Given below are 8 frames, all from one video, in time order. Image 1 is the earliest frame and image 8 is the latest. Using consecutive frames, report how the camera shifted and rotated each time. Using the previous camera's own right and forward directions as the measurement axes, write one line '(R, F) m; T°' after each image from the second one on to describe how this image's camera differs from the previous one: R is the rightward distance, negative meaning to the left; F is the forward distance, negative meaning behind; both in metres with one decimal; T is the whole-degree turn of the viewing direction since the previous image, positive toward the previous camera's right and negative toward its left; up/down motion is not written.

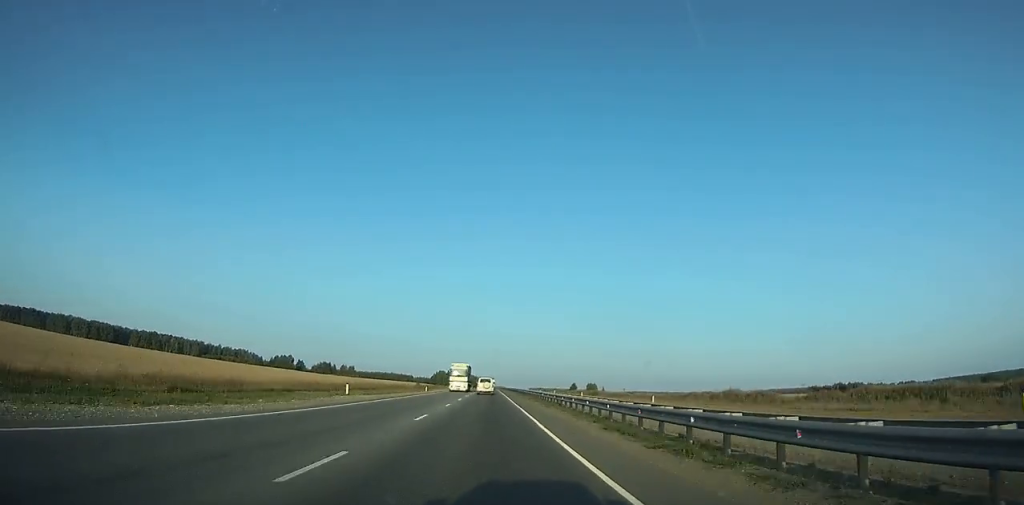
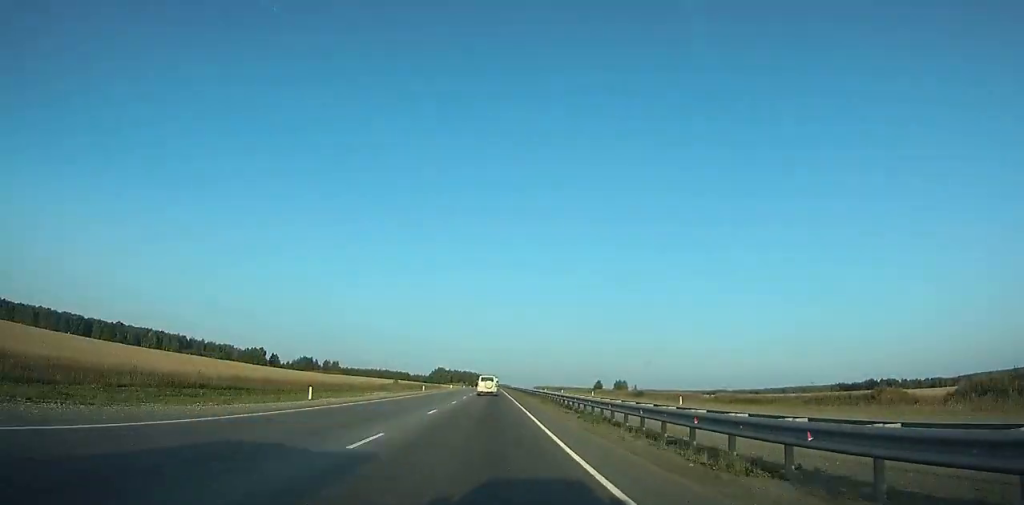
(+0.2, +53.7) m; 0°
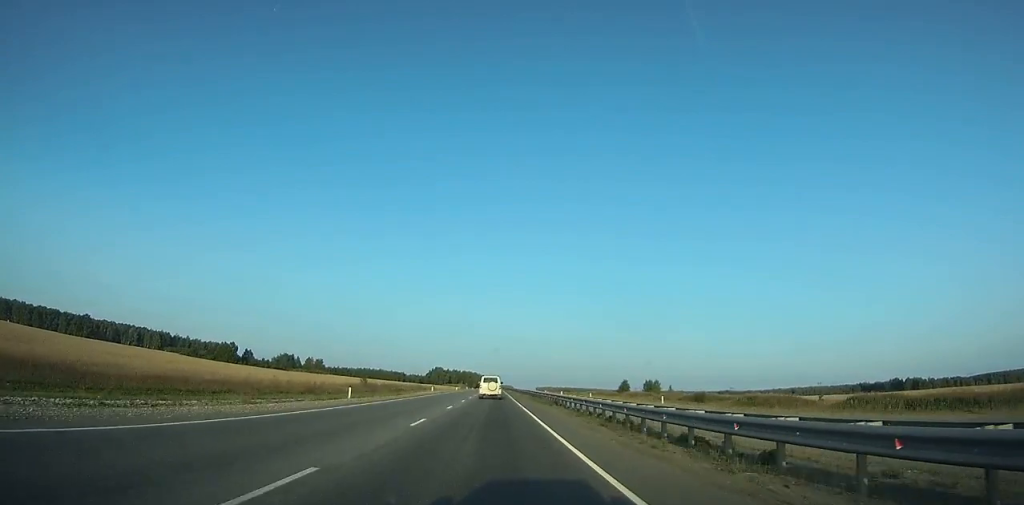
(-0.2, +38.5) m; 0°
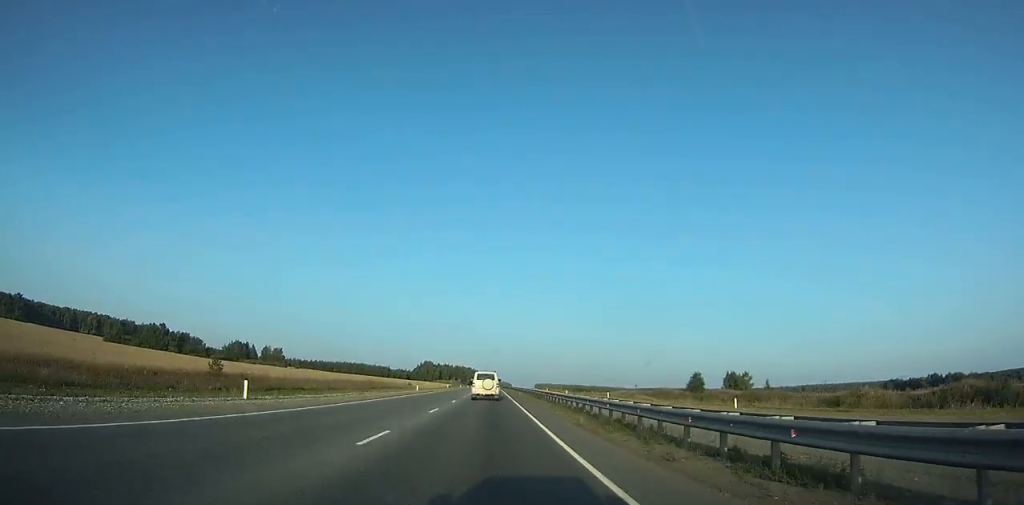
(0.0, +60.2) m; 0°
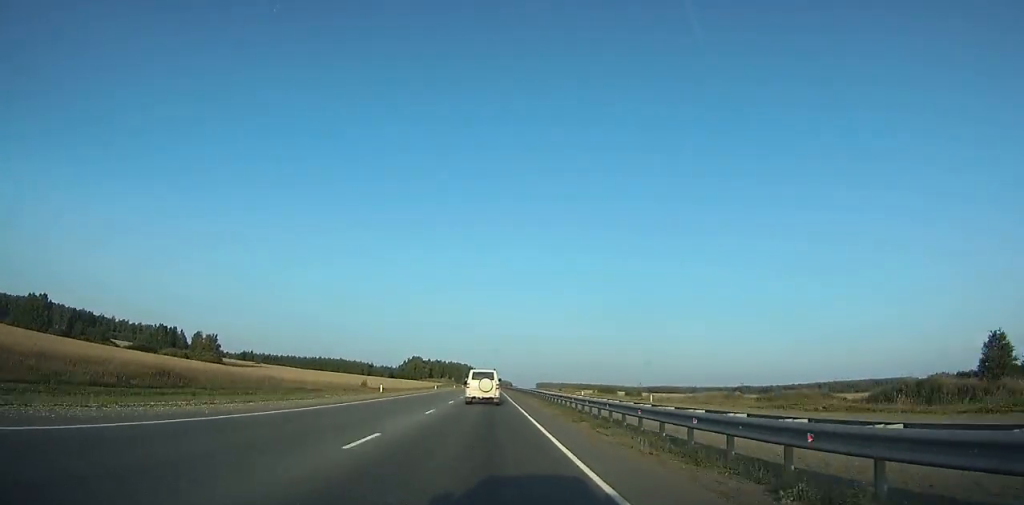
(0.0, +71.5) m; 0°
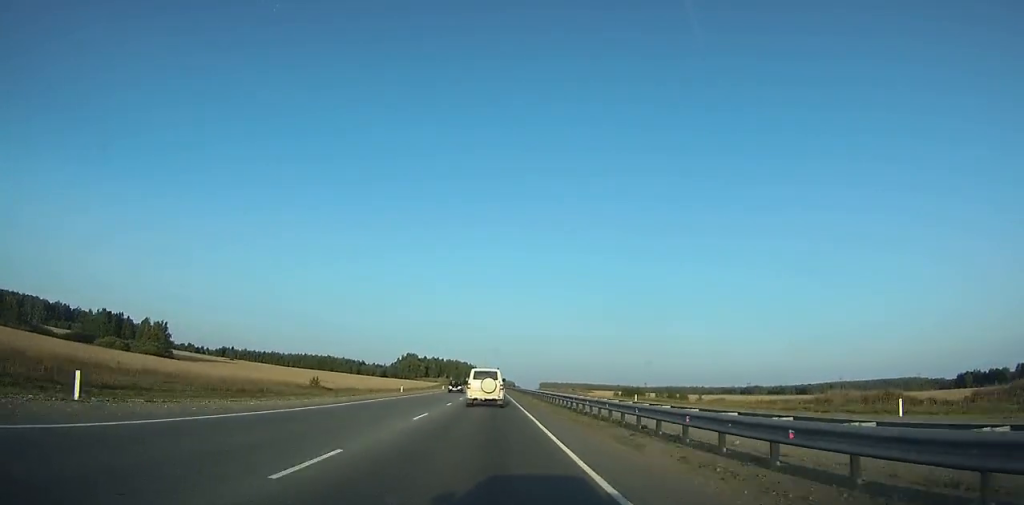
(-0.1, +41.0) m; 0°
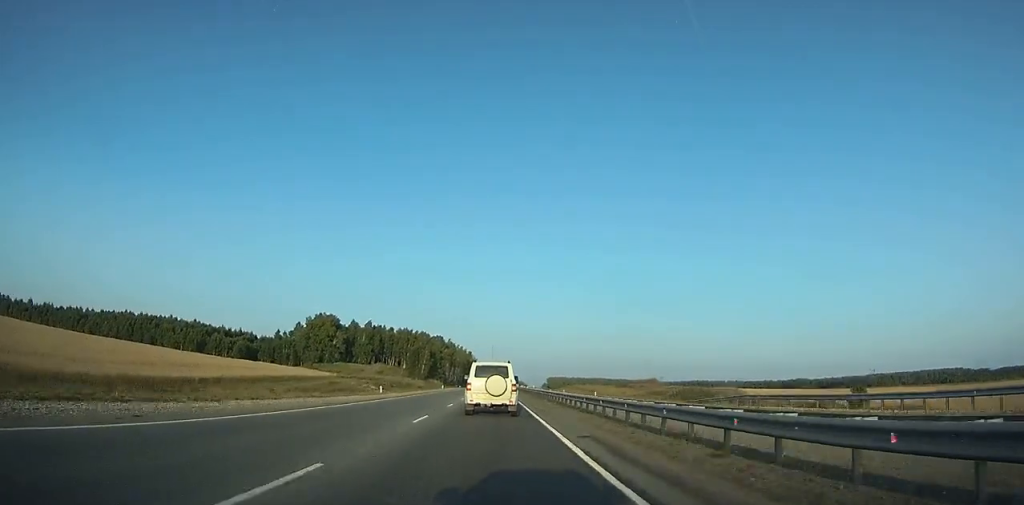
(-0.7, +213.3) m; 0°
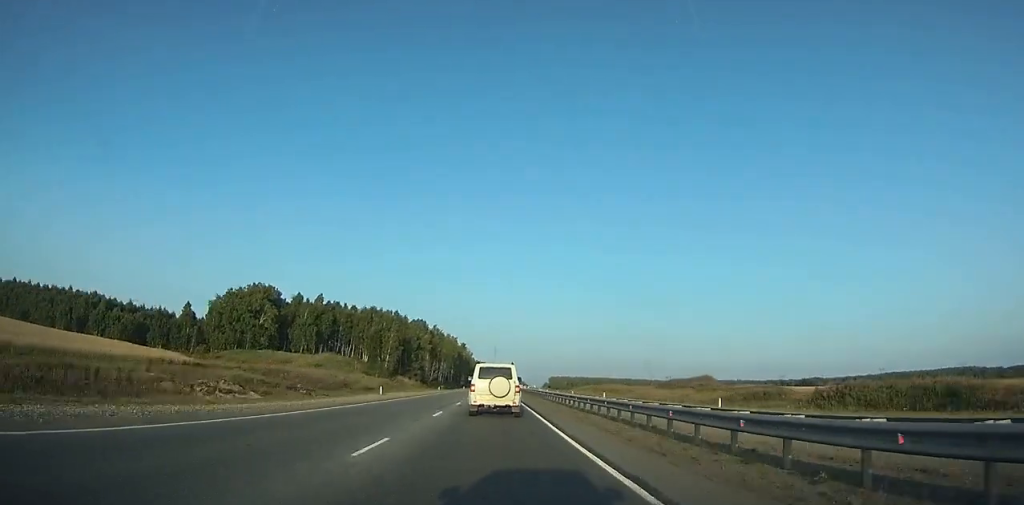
(+0.1, +55.6) m; 0°
